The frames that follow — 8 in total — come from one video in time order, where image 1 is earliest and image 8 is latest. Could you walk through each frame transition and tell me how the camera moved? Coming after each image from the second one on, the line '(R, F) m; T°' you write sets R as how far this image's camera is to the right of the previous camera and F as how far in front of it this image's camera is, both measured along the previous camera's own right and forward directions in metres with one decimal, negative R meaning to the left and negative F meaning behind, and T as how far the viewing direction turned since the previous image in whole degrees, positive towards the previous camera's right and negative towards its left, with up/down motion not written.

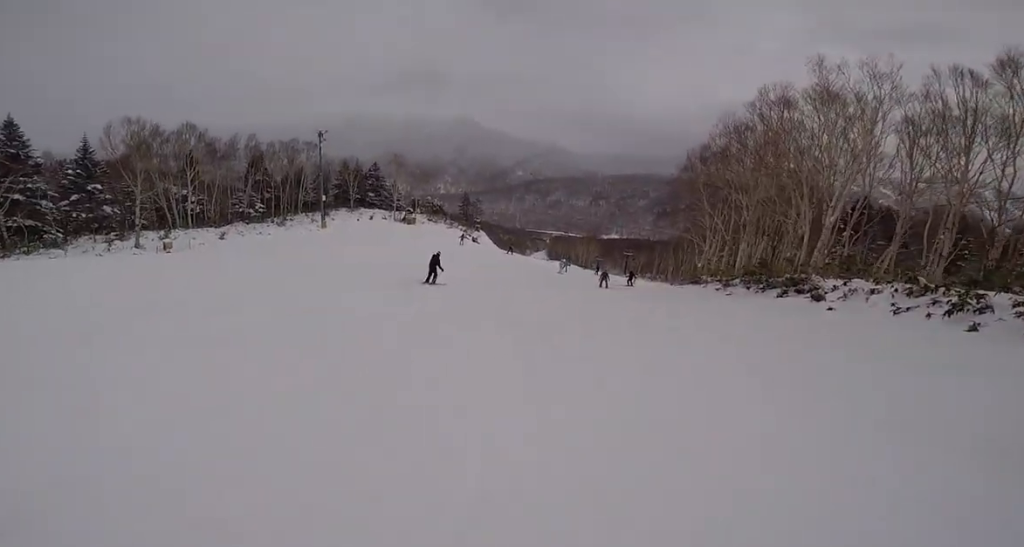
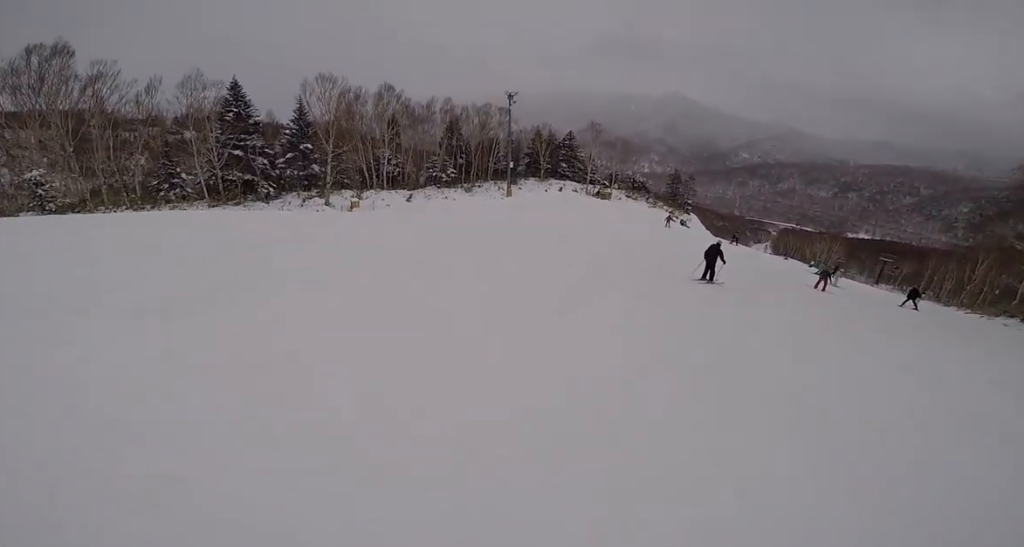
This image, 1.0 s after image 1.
(-1.6, +4.6) m; -22°
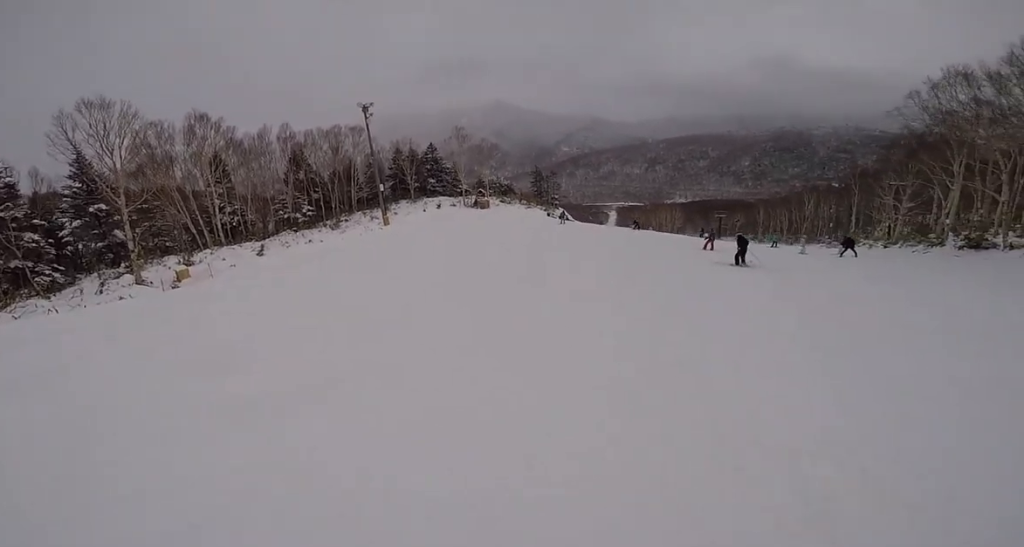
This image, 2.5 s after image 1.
(+0.2, +7.9) m; +17°
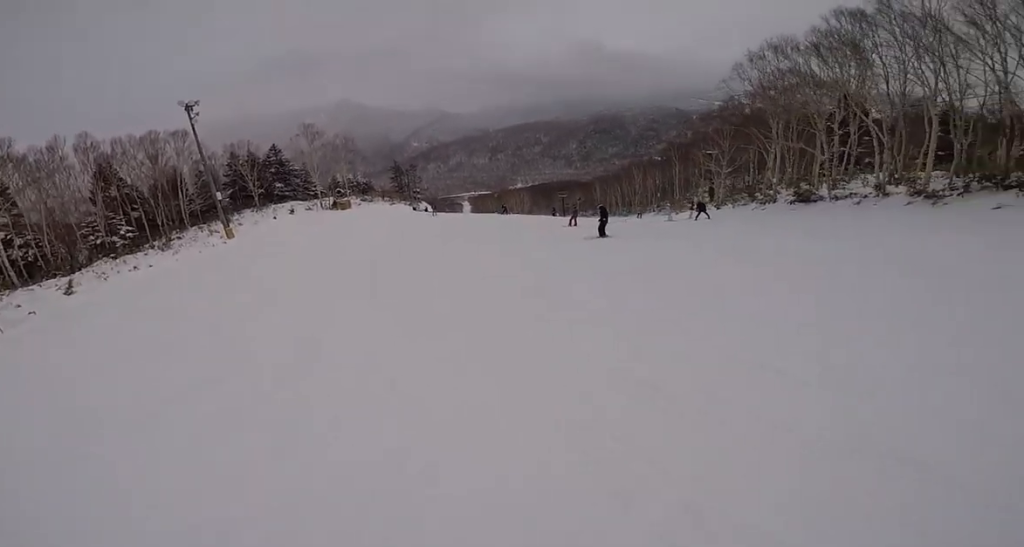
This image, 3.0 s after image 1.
(+0.1, +2.3) m; +17°
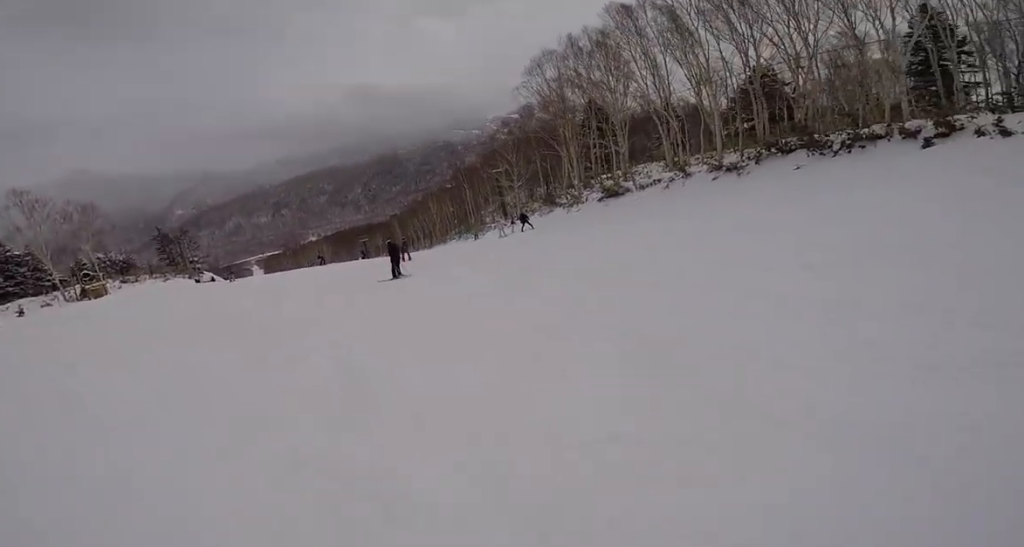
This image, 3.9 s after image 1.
(+0.9, +3.6) m; +25°
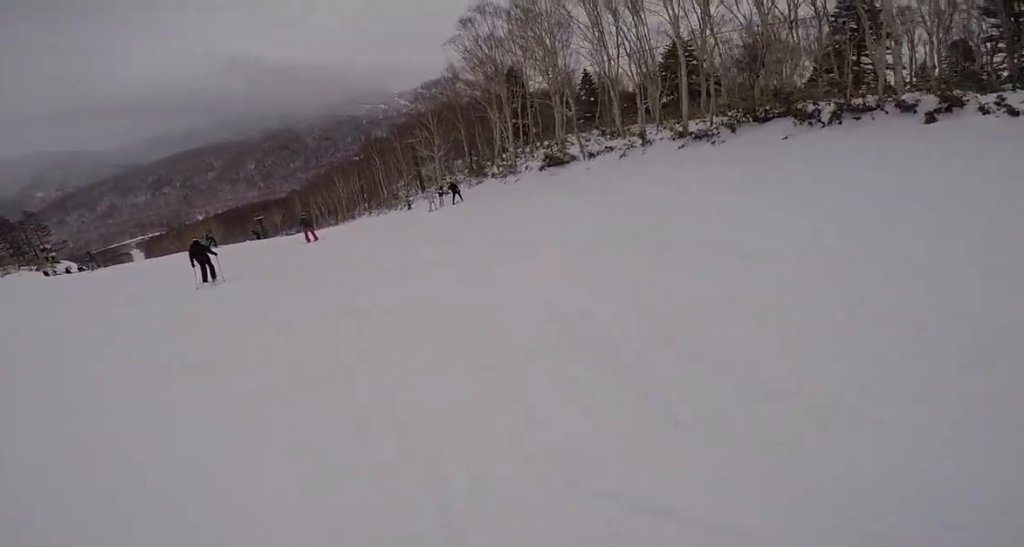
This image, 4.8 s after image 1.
(+1.1, +4.2) m; +14°
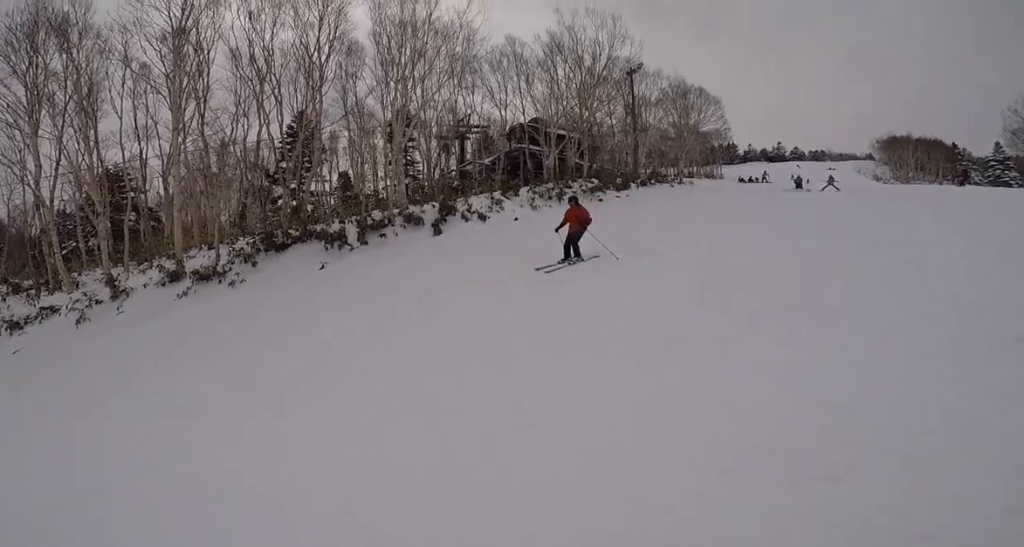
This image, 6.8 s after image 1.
(+1.5, +5.3) m; +62°
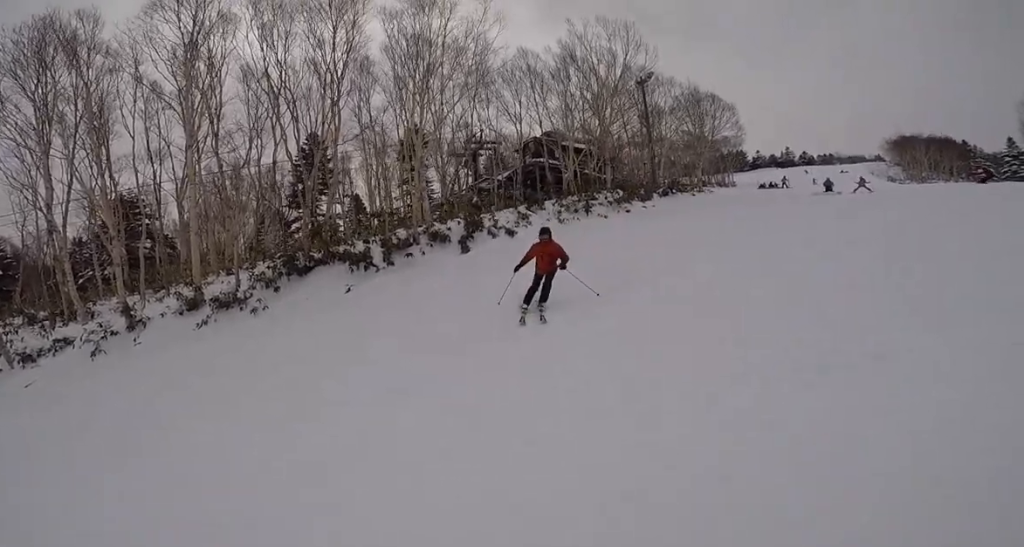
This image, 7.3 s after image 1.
(+0.9, +0.9) m; +10°
